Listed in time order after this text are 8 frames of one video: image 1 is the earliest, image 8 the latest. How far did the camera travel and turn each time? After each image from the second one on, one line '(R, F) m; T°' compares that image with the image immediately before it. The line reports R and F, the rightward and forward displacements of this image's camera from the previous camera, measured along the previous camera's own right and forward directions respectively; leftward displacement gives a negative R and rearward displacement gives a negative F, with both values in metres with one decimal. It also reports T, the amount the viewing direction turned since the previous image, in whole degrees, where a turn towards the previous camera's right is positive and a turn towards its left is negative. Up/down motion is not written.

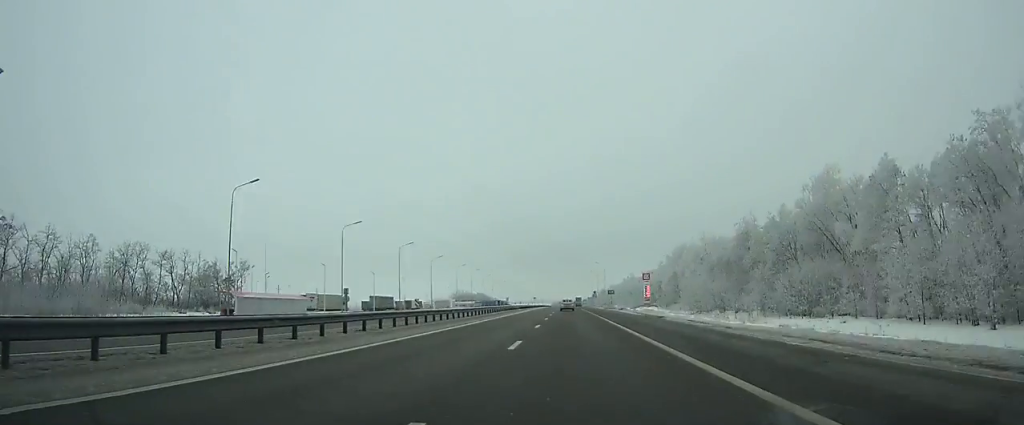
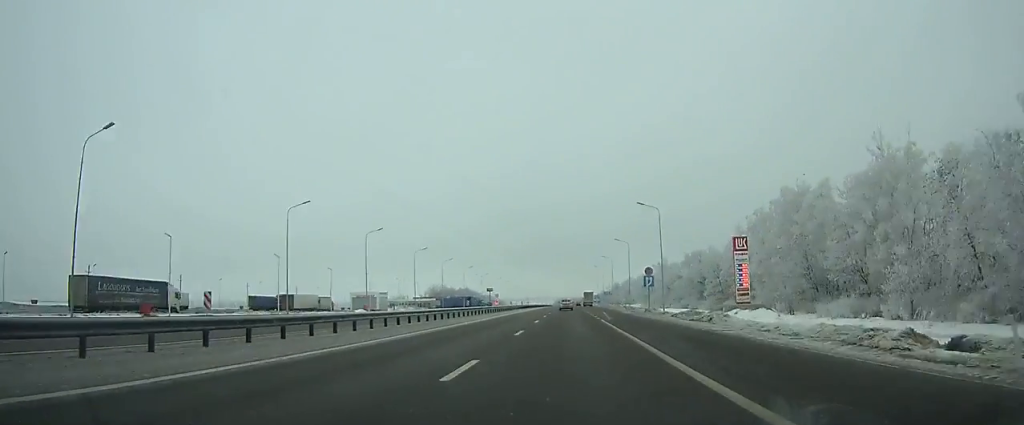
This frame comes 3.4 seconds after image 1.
(-0.4, +95.0) m; 0°
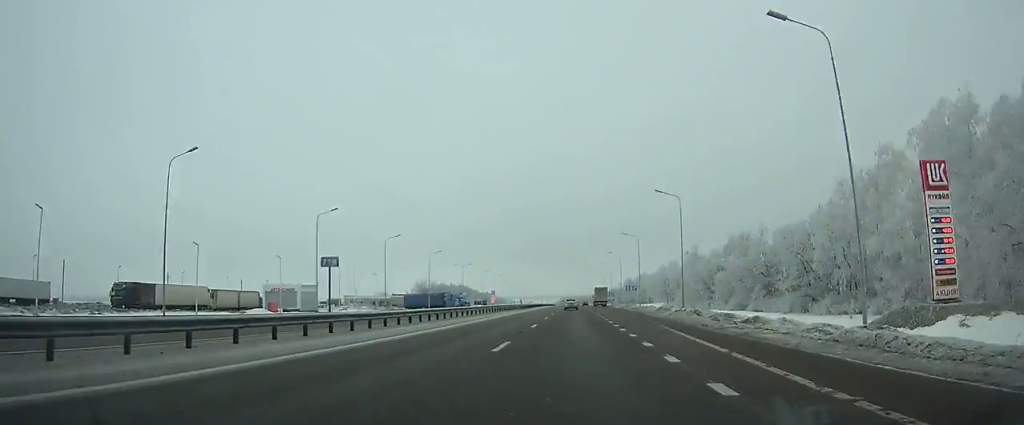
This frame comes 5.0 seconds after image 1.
(0.0, +43.7) m; 0°
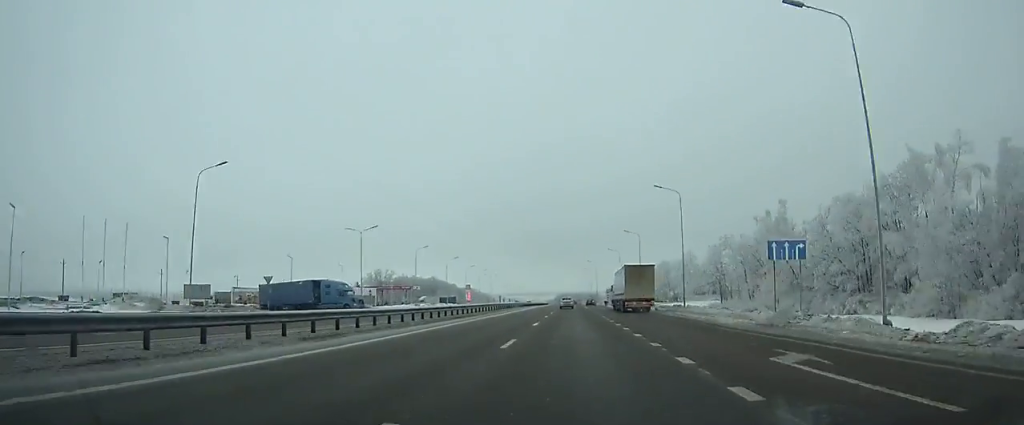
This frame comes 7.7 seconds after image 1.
(-0.1, +71.7) m; 0°
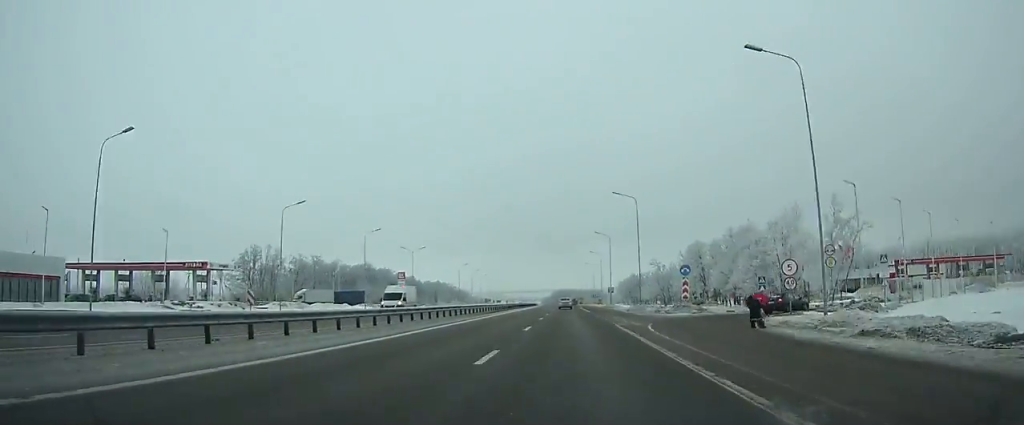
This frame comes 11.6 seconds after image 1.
(0.0, +100.0) m; -1°
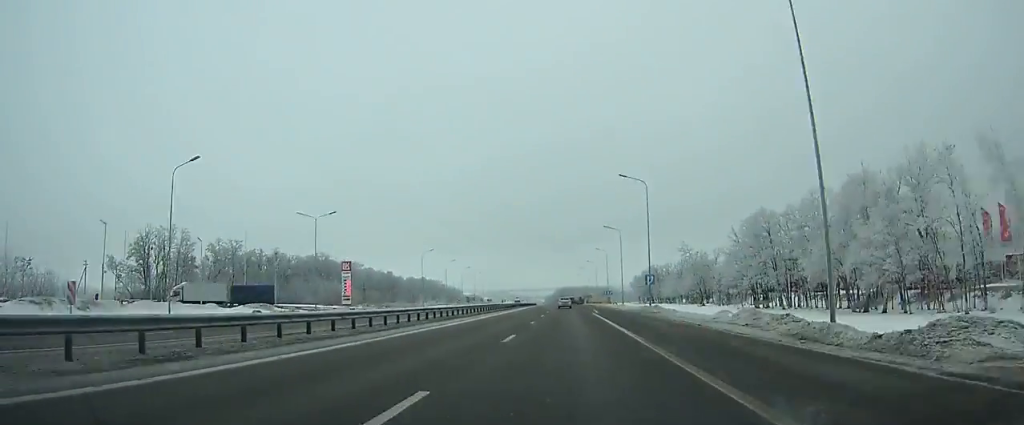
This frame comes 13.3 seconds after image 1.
(0.0, +43.1) m; -1°
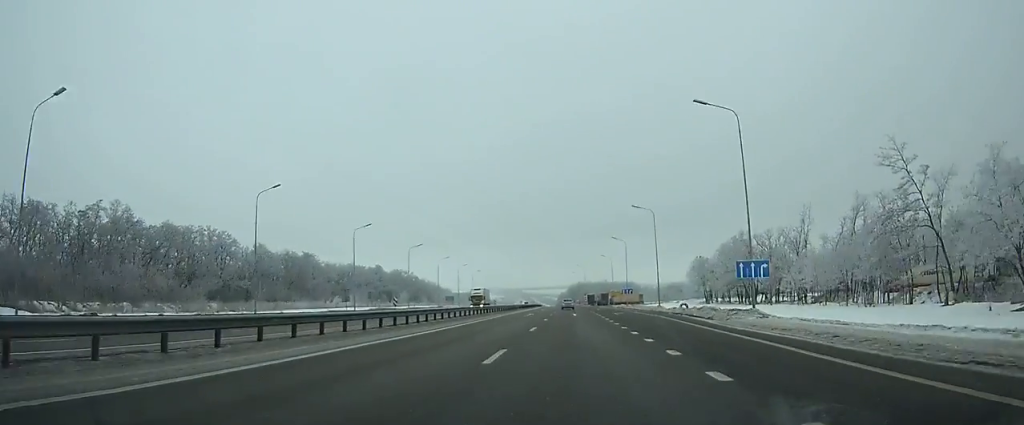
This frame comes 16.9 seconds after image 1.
(-1.0, +91.6) m; -1°
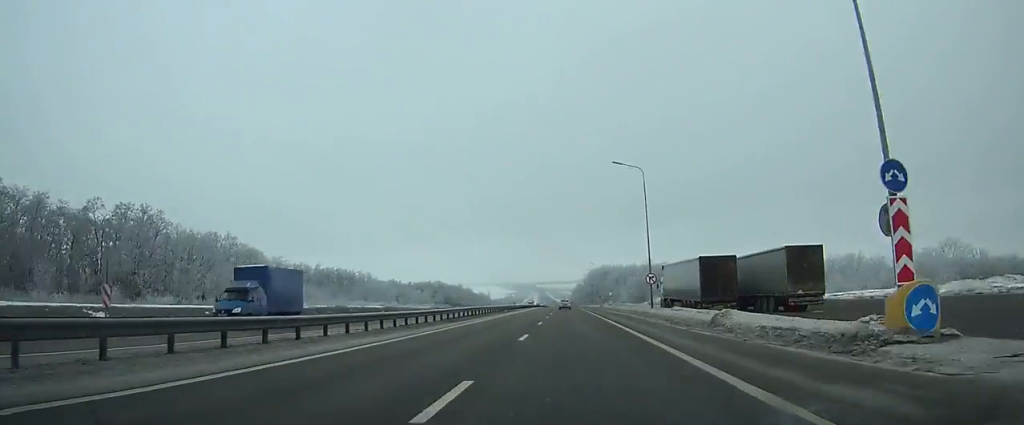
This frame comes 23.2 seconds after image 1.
(-2.3, +162.1) m; -2°
